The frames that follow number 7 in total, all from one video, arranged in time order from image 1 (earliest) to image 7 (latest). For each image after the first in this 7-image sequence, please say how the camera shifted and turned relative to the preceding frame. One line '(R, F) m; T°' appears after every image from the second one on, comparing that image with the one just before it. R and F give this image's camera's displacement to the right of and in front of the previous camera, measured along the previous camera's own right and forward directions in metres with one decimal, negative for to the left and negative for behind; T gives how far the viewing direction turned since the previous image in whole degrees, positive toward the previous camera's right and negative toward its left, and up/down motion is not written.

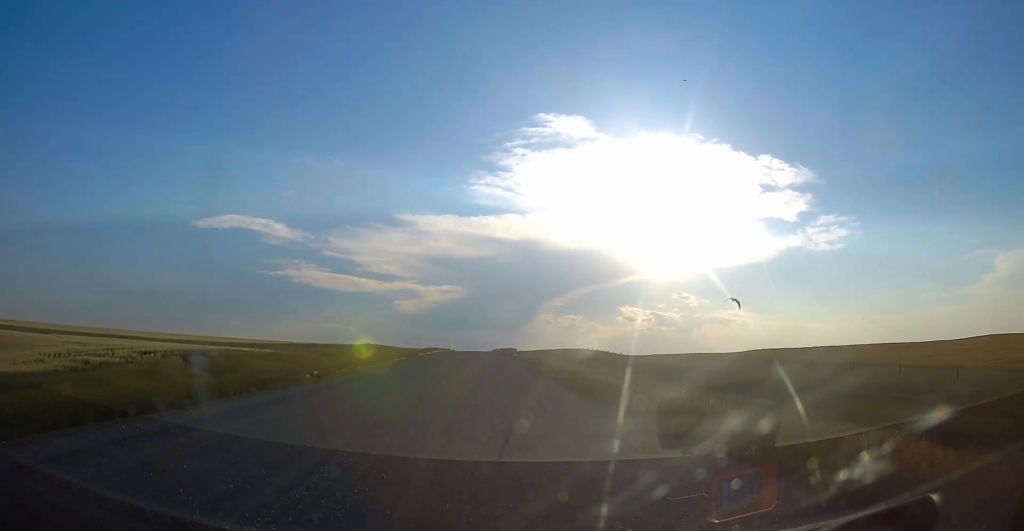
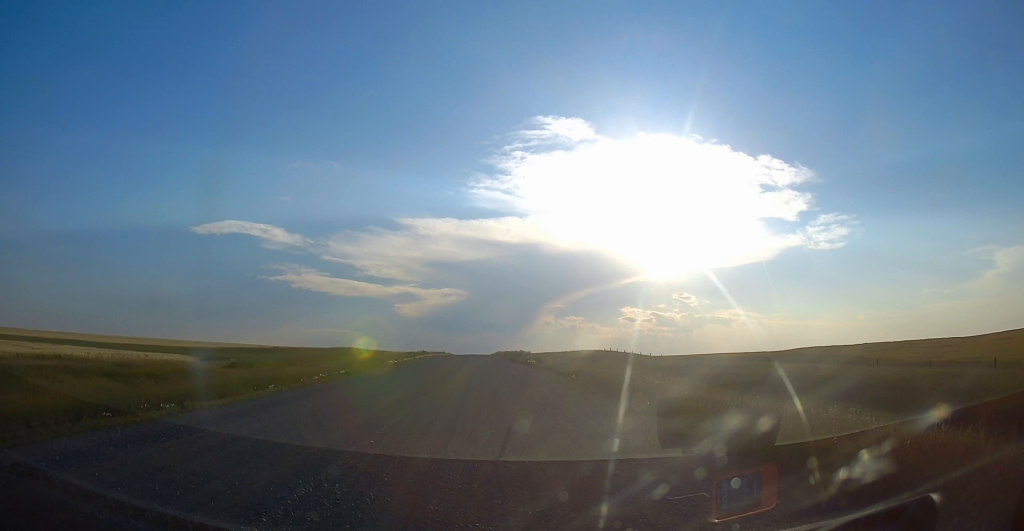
(-0.1, +27.7) m; -2°
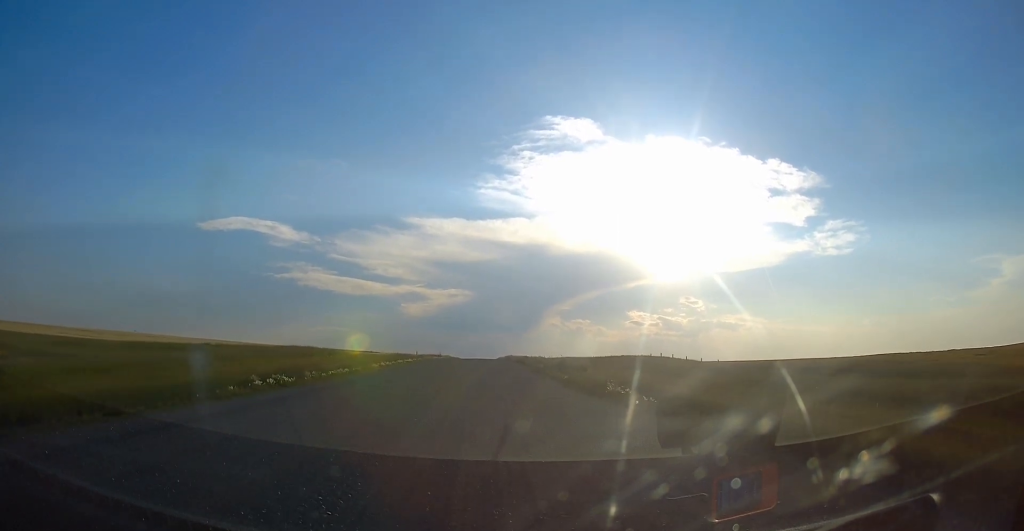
(+0.2, +33.9) m; +2°
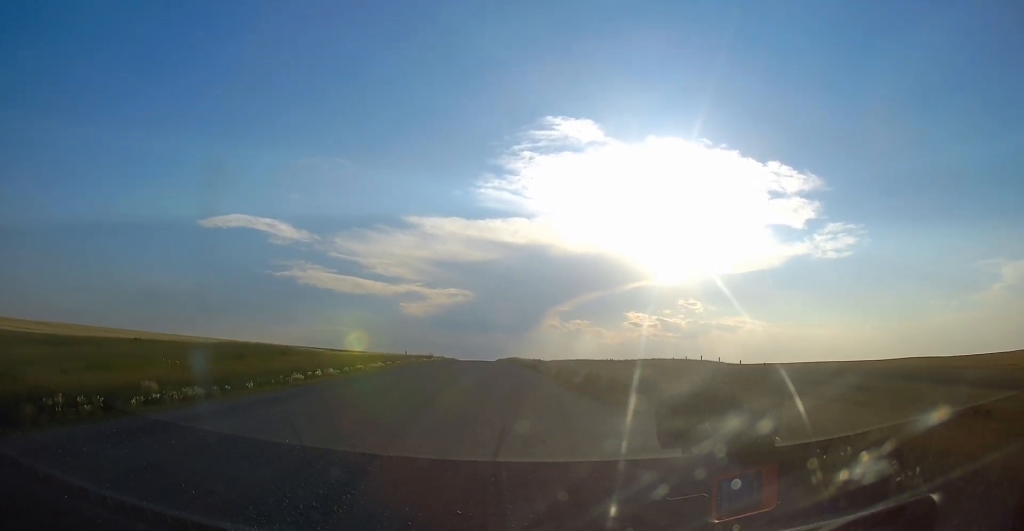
(+0.2, +19.0) m; -1°
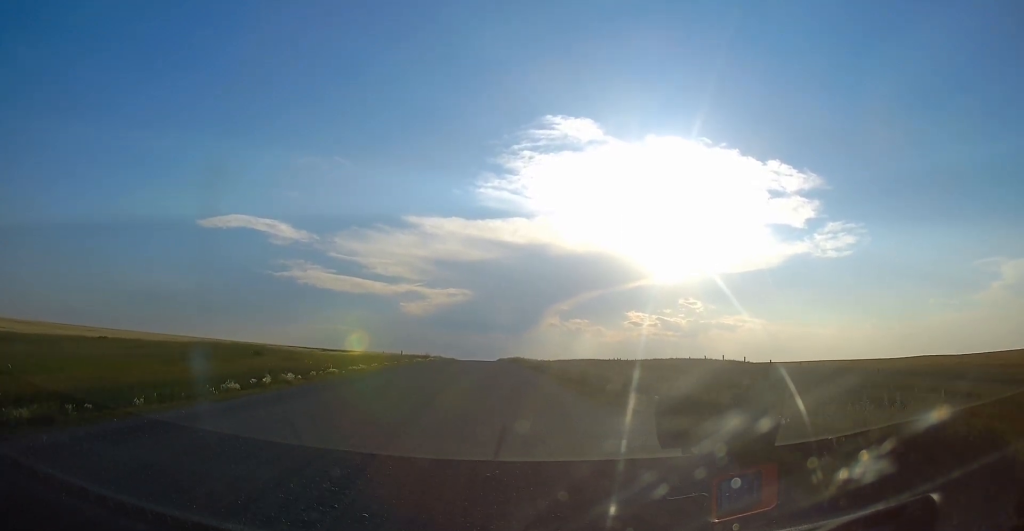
(-0.1, +7.4) m; -1°
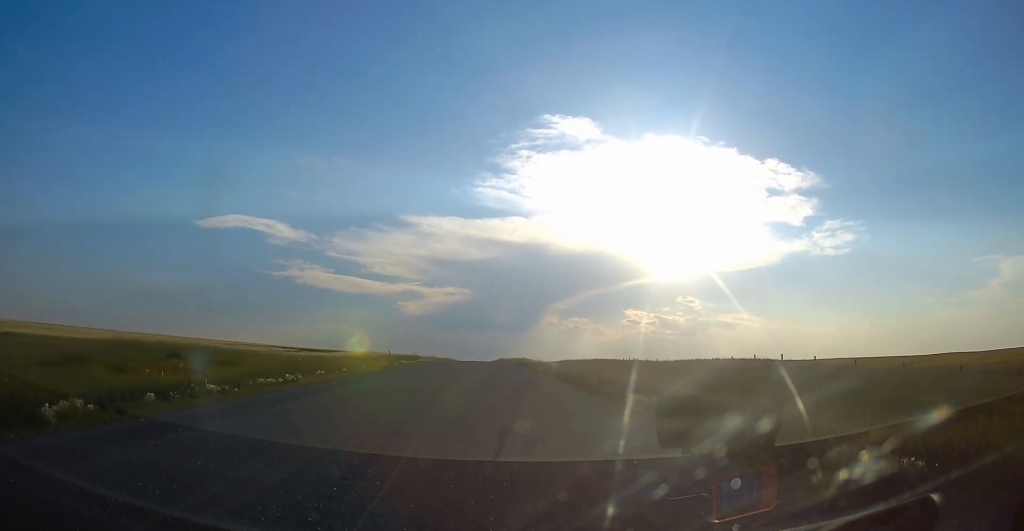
(-0.1, +15.4) m; 0°
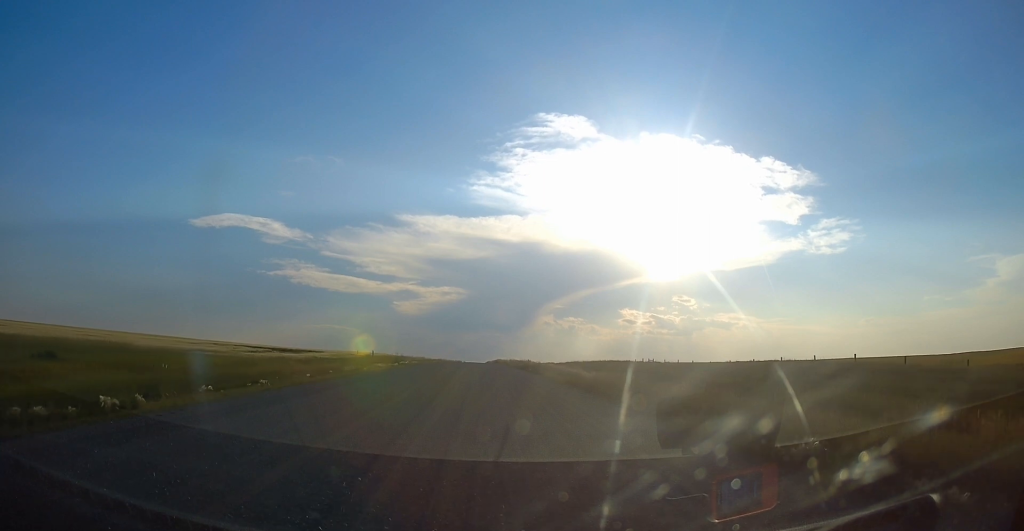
(0.0, +13.3) m; 0°
